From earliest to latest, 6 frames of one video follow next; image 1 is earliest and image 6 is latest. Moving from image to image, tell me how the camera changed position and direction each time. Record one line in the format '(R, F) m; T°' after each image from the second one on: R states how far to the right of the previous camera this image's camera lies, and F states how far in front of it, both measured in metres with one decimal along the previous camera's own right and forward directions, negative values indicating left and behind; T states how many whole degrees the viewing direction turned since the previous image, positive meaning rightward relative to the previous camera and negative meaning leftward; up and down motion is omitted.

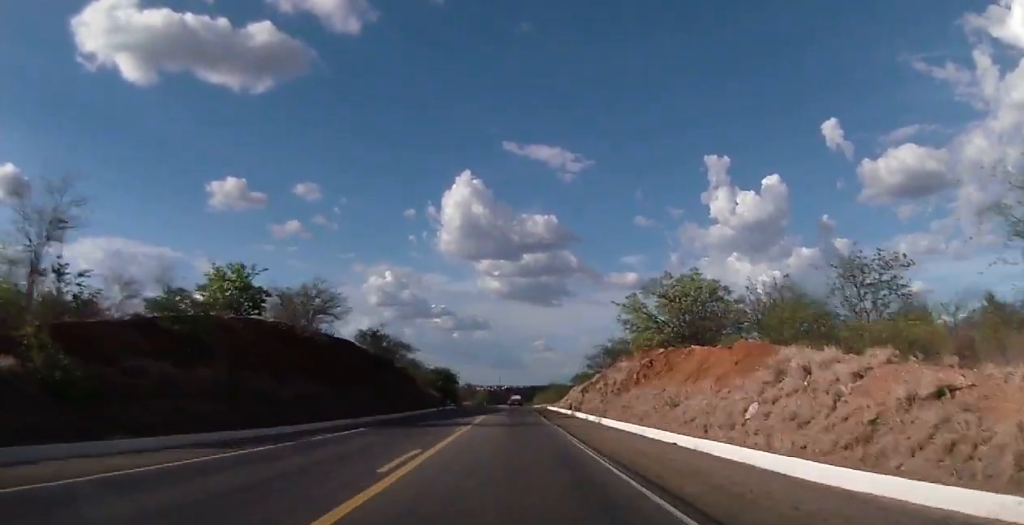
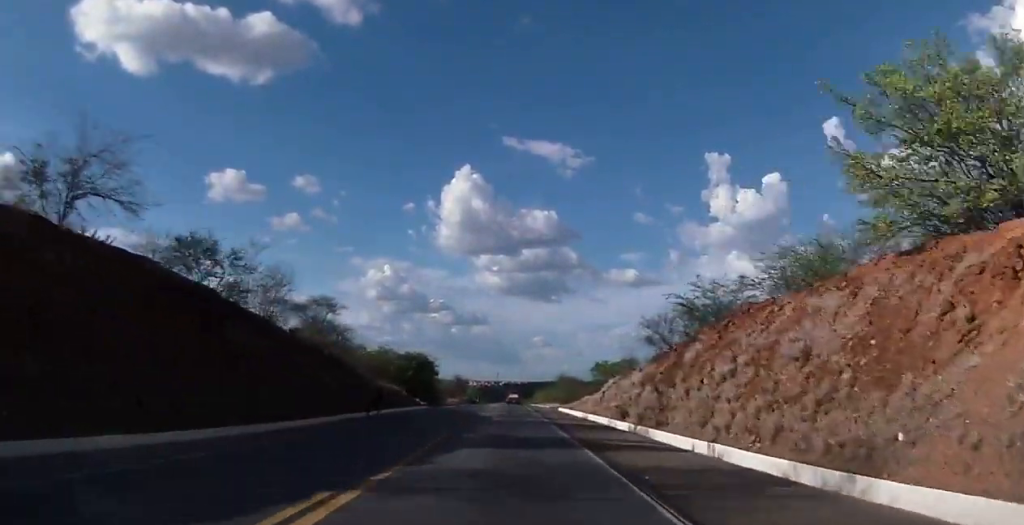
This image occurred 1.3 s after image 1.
(-0.9, +32.7) m; 0°
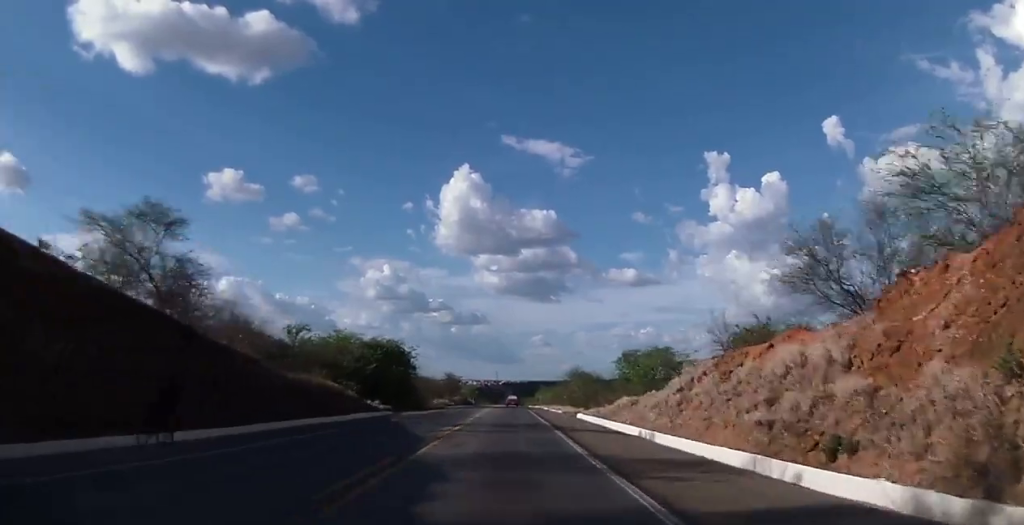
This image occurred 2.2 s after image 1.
(+0.9, +22.6) m; +1°
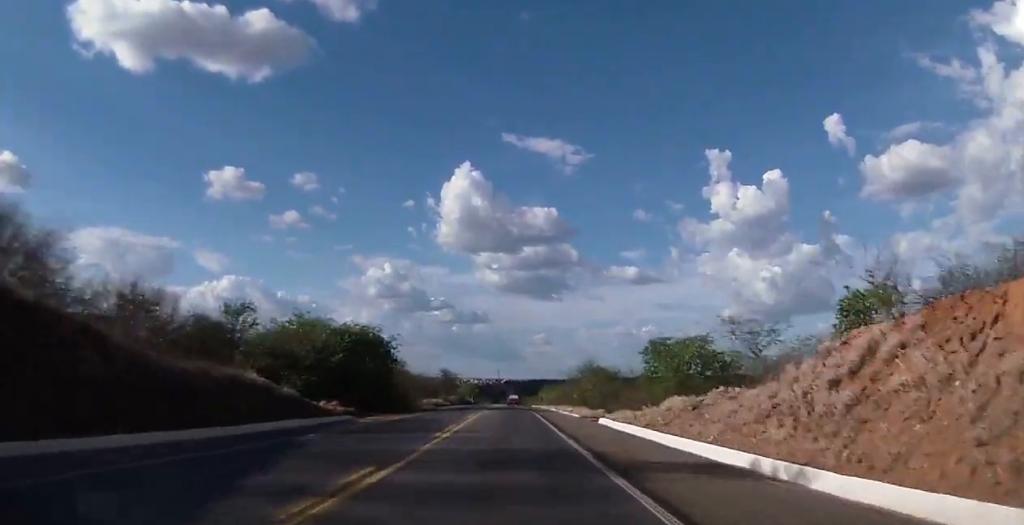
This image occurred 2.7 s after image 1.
(-0.3, +13.3) m; -1°
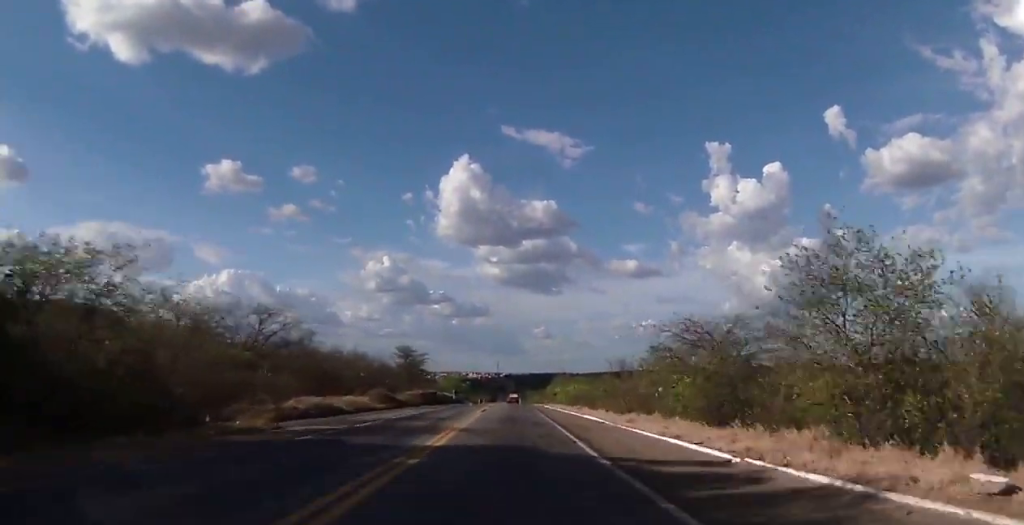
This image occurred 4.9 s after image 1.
(-0.5, +54.6) m; -1°
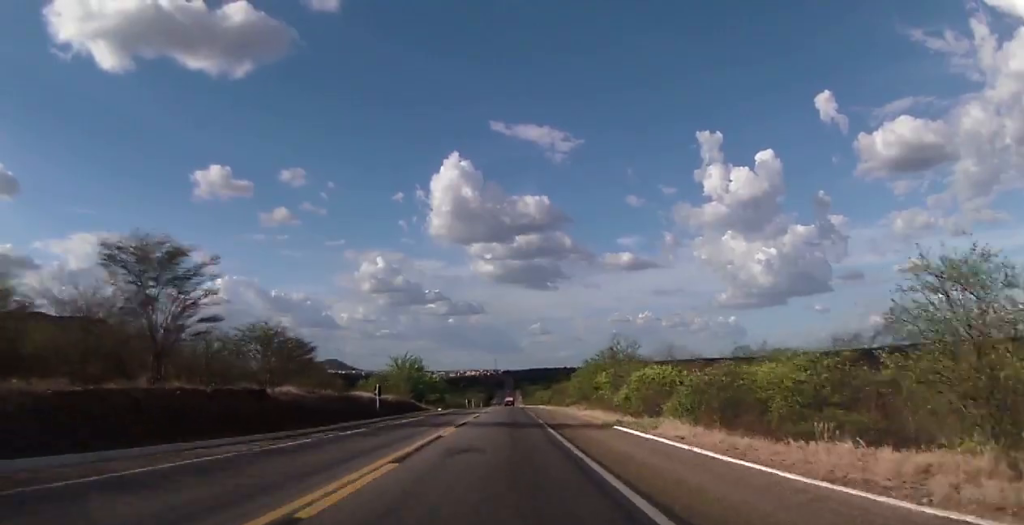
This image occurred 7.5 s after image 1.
(+0.3, +64.6) m; +1°
